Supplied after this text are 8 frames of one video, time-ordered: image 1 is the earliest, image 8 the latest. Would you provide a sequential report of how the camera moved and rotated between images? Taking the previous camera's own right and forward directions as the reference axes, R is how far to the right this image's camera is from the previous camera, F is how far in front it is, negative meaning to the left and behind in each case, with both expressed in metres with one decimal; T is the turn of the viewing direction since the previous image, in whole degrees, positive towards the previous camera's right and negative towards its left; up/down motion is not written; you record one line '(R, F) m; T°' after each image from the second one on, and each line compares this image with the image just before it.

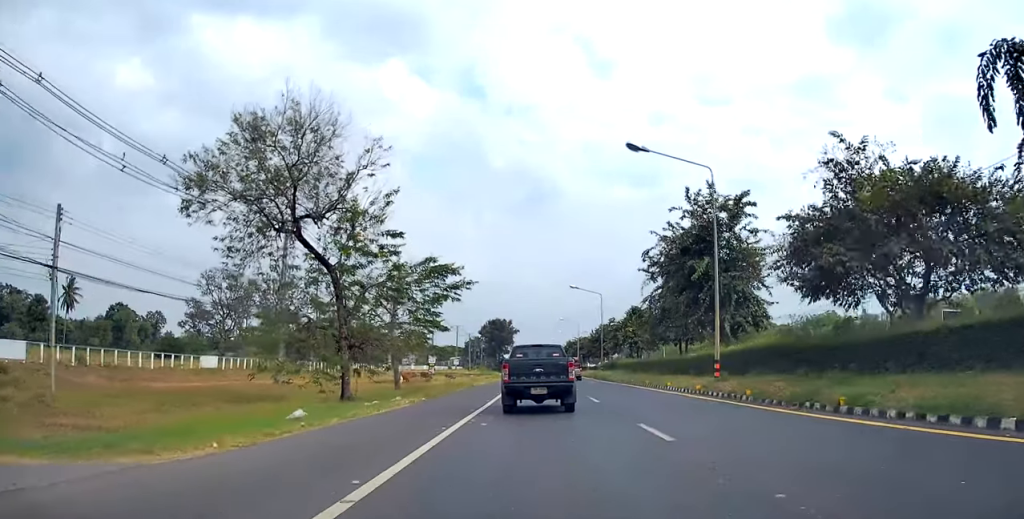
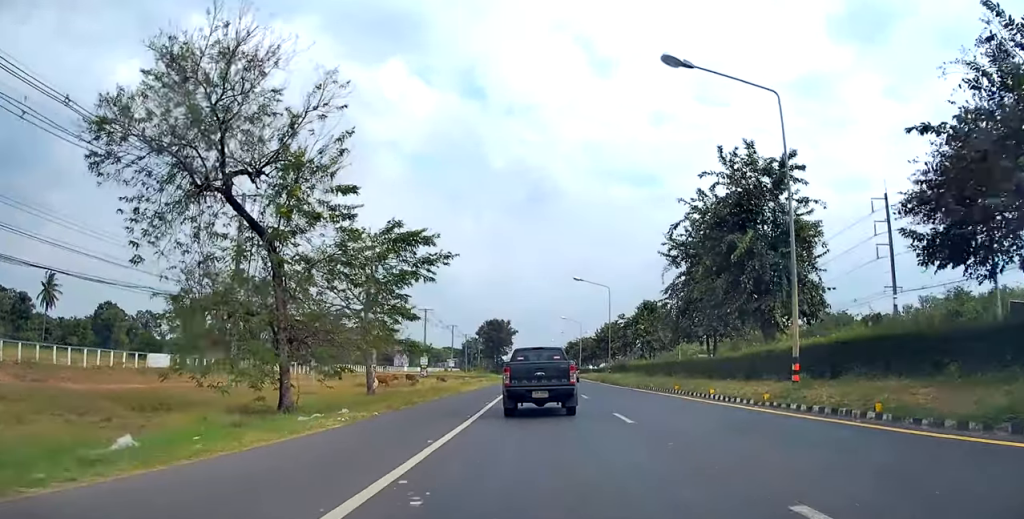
(+0.1, +7.2) m; +1°
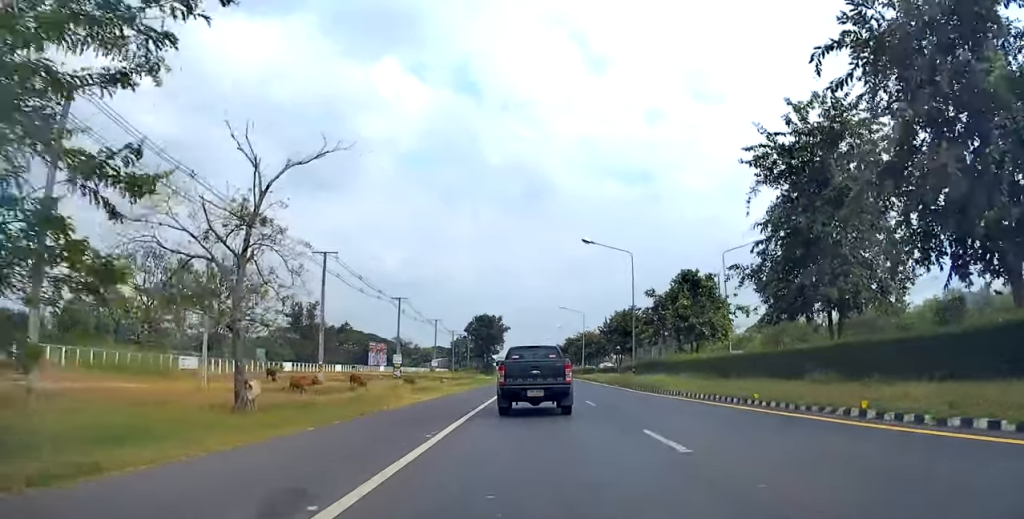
(0.0, +15.9) m; 0°
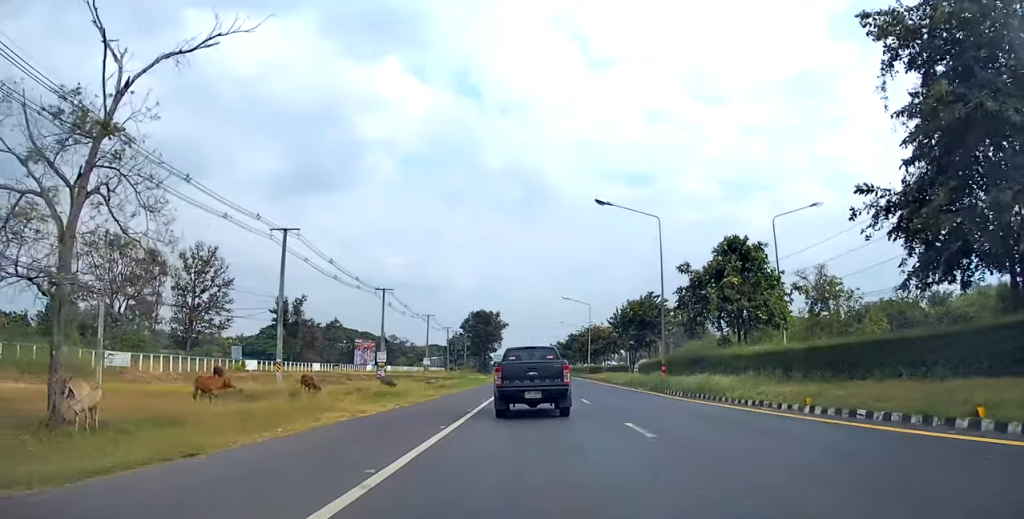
(0.0, +8.9) m; 0°
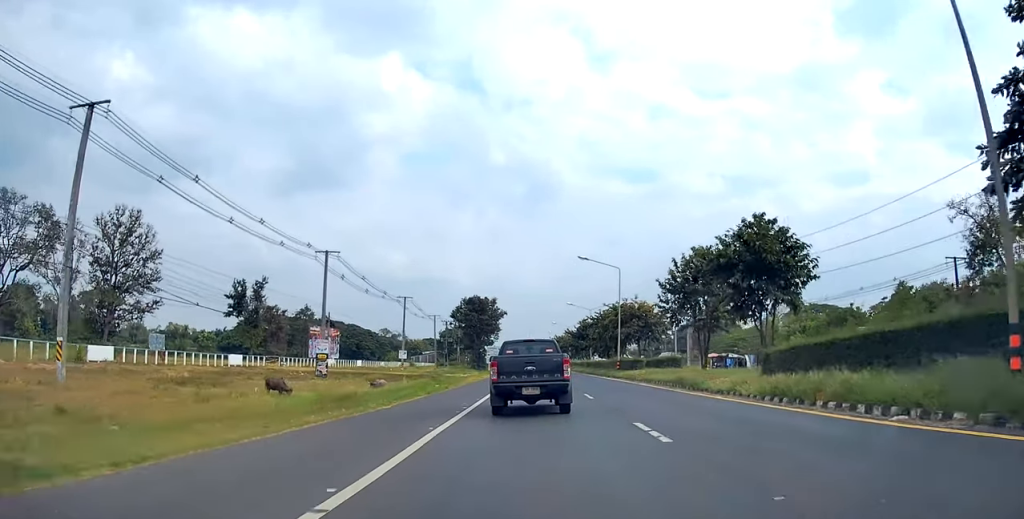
(-0.1, +23.2) m; +1°
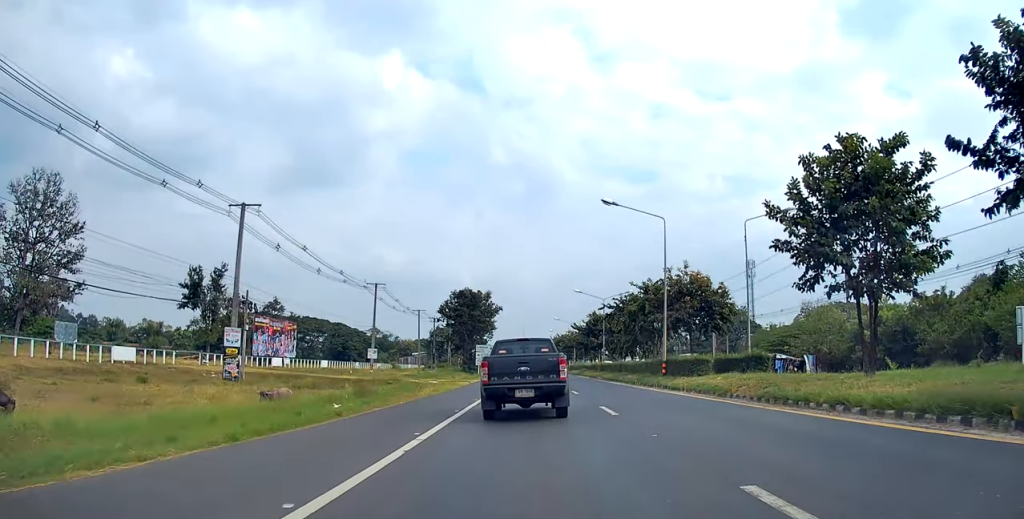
(+0.1, +17.6) m; 0°
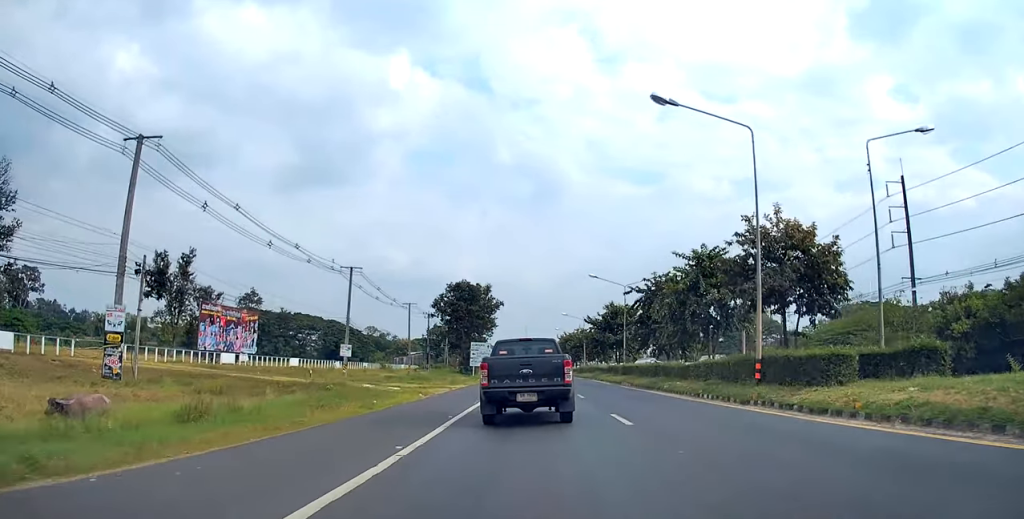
(-0.1, +13.3) m; +1°
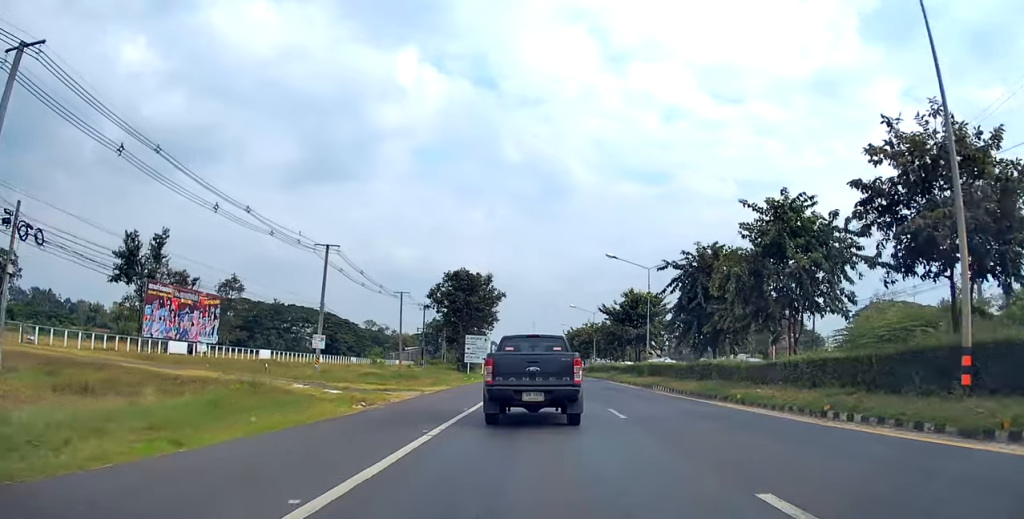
(+0.2, +10.0) m; +1°
